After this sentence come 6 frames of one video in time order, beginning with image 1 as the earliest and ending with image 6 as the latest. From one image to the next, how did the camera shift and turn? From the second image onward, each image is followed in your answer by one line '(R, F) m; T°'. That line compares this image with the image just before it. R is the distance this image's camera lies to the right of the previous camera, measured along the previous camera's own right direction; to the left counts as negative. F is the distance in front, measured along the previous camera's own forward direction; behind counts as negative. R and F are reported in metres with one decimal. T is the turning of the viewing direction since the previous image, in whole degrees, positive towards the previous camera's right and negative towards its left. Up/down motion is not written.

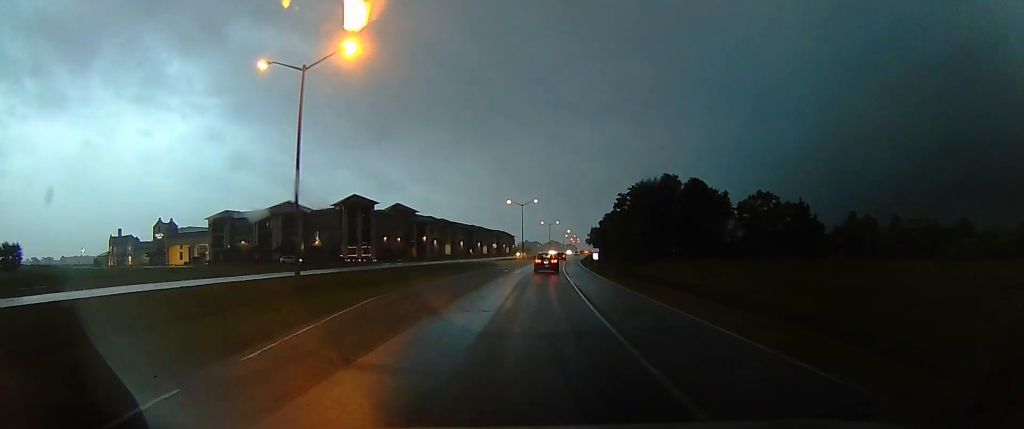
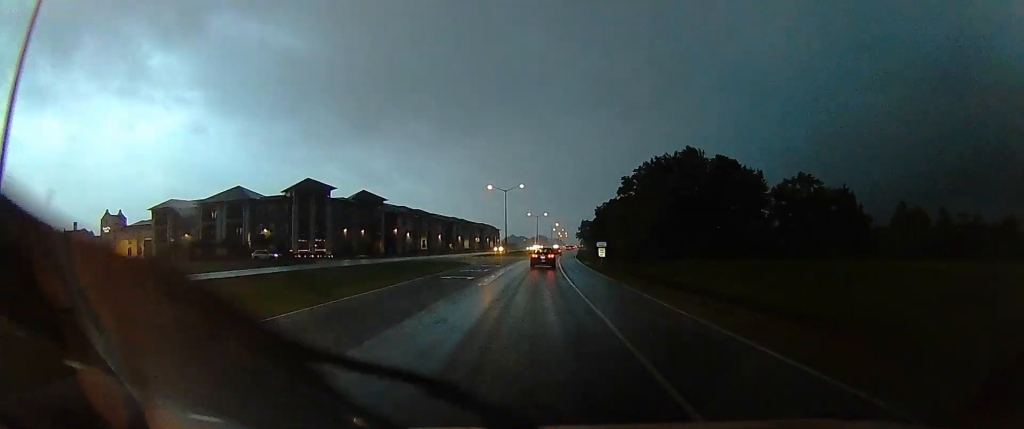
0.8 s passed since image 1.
(0.0, +17.9) m; 0°
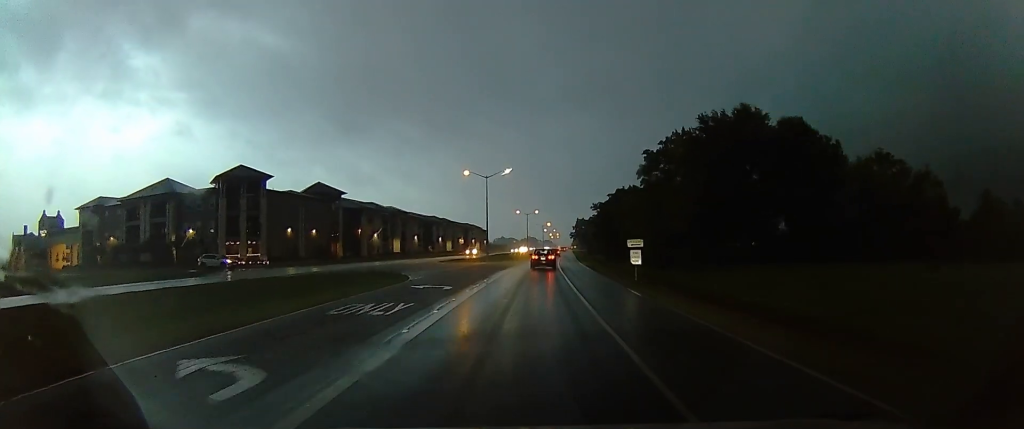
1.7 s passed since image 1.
(0.0, +21.0) m; +1°
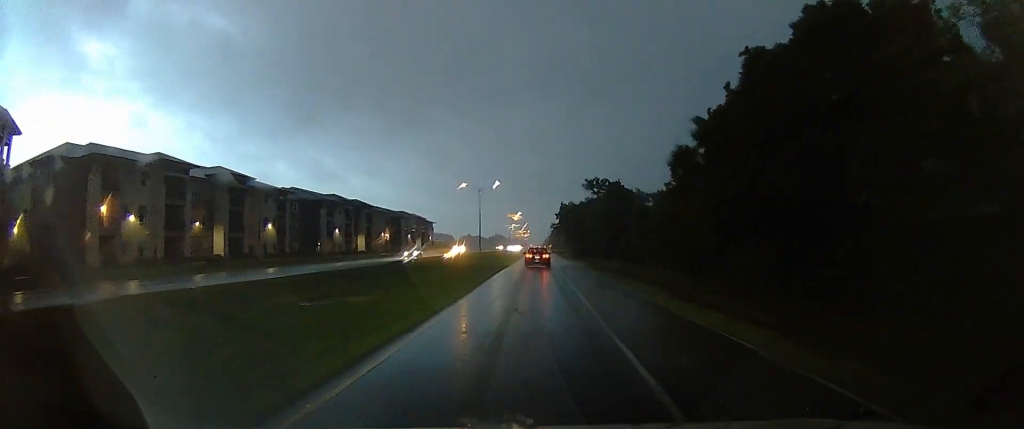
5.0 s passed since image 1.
(+4.5, +71.5) m; +3°
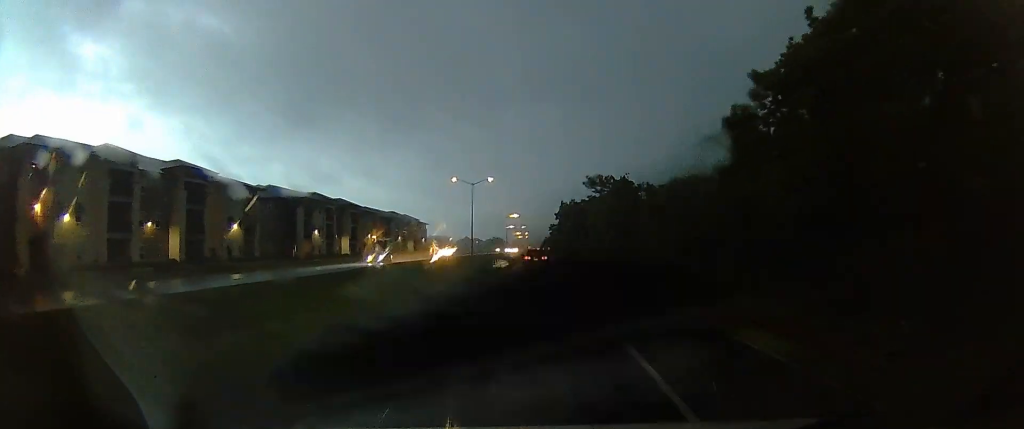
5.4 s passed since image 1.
(-0.5, +9.6) m; 0°
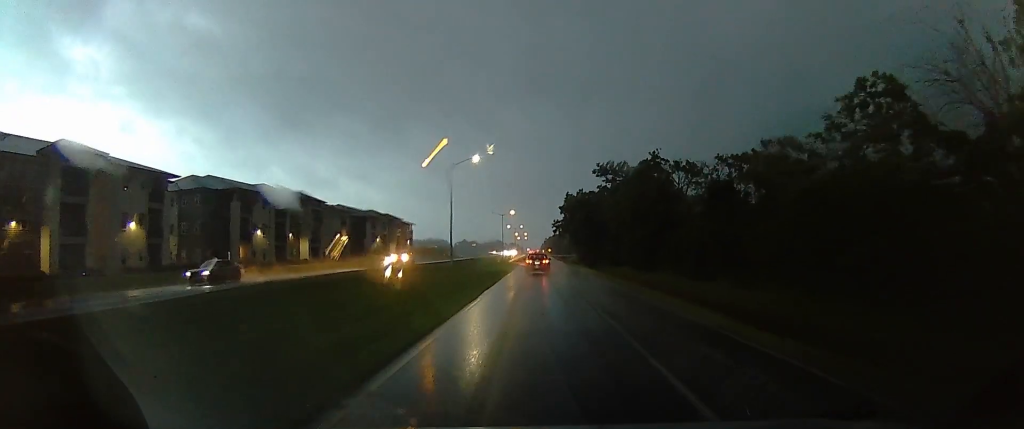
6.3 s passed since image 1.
(+0.7, +20.7) m; +3°
